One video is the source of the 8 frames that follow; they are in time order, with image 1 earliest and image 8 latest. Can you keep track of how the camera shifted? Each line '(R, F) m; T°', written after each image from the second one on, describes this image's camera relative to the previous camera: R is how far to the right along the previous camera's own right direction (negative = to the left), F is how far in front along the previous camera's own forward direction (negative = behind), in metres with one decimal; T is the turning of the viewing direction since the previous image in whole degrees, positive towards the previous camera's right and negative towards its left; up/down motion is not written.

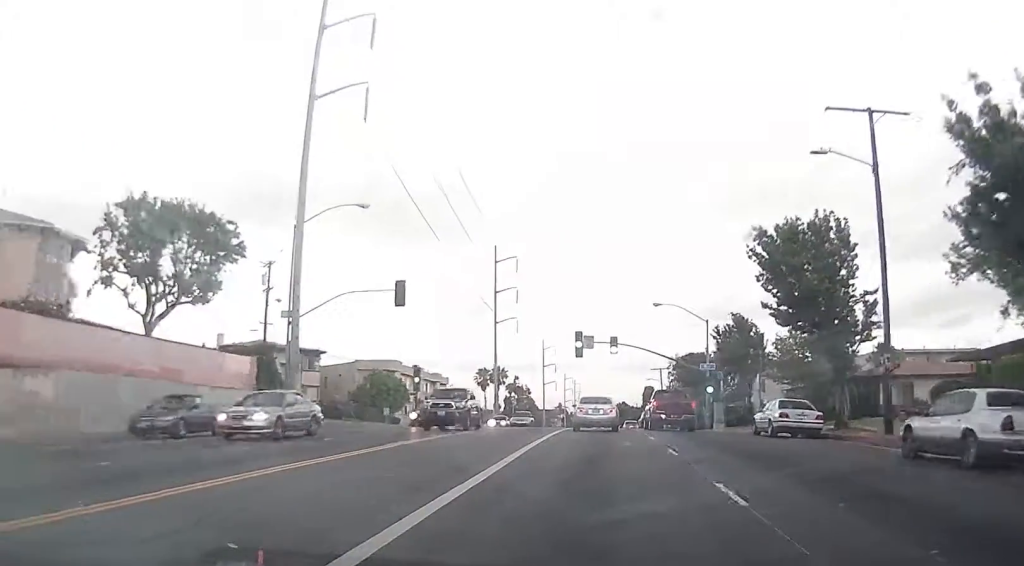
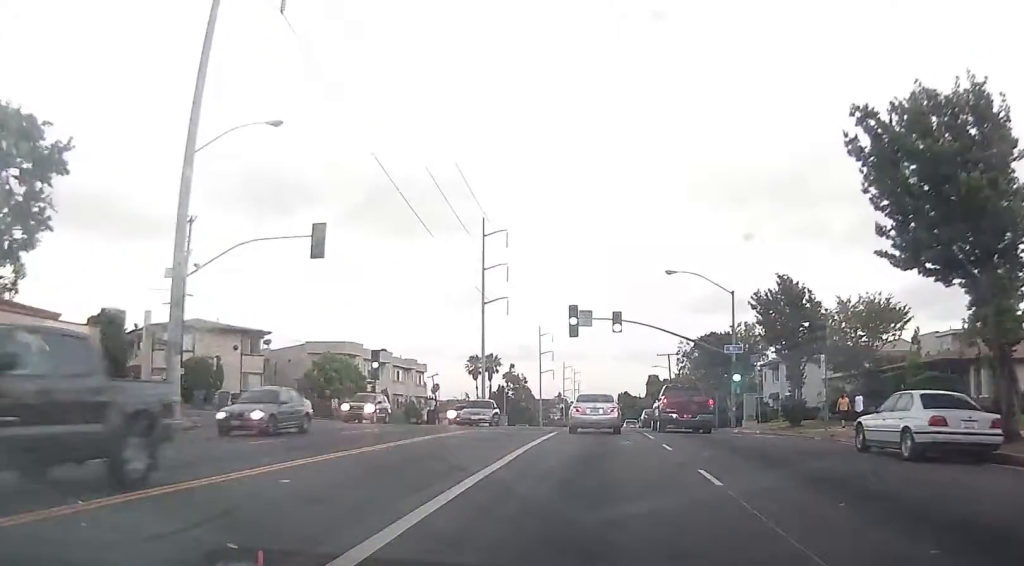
(0.0, +13.3) m; 0°
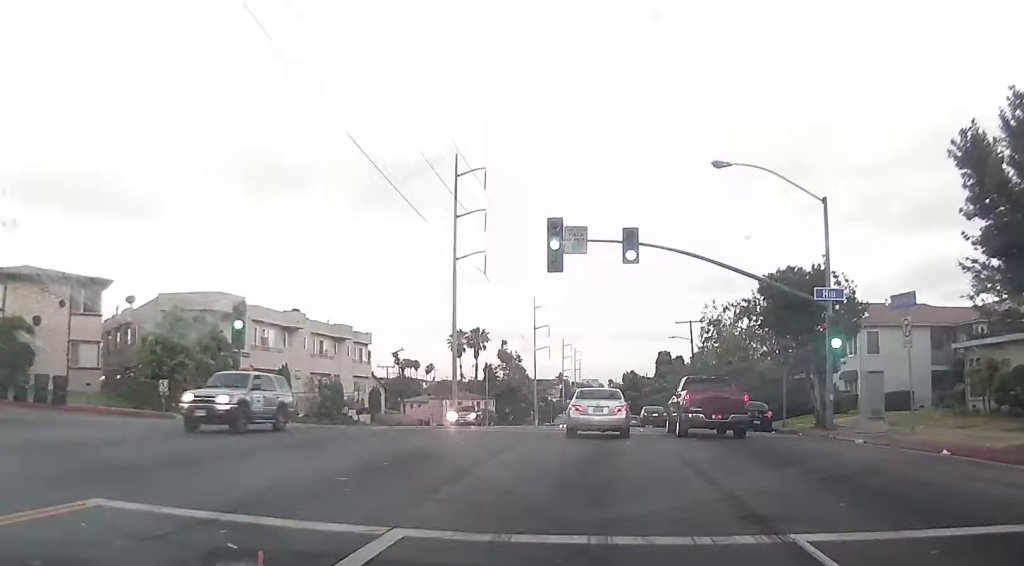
(0.0, +22.8) m; 0°
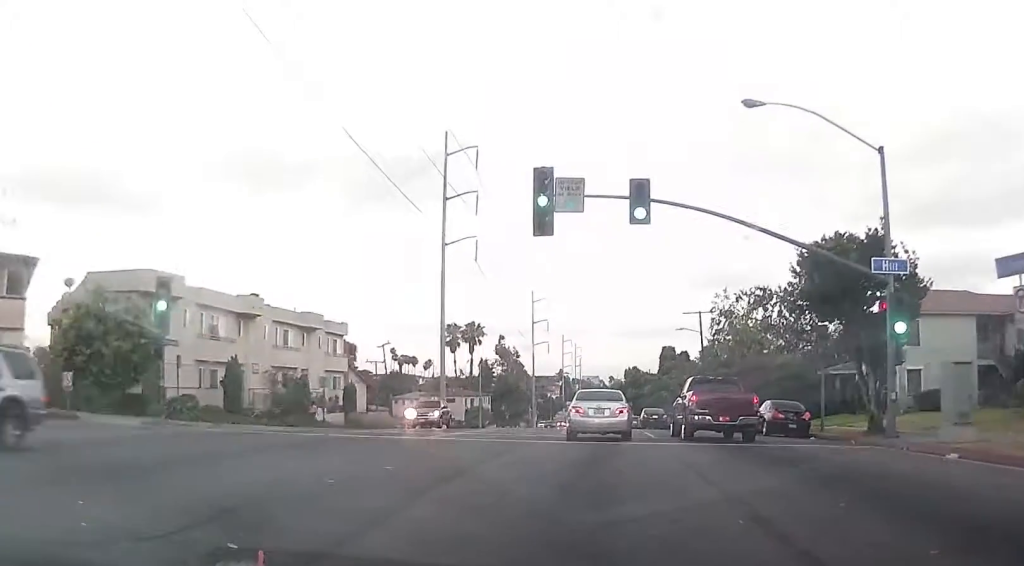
(0.0, +6.9) m; 0°
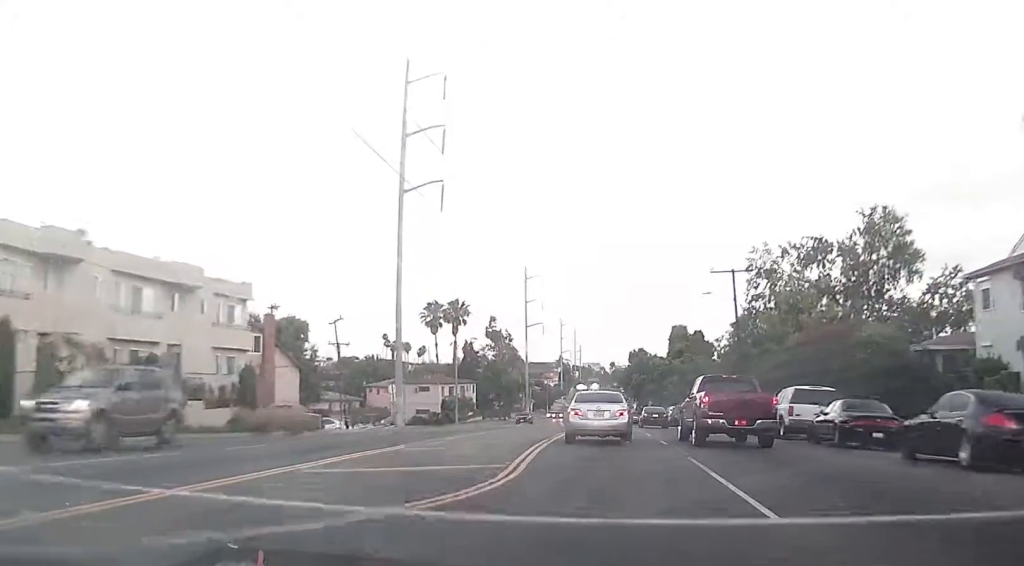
(0.0, +17.9) m; 0°
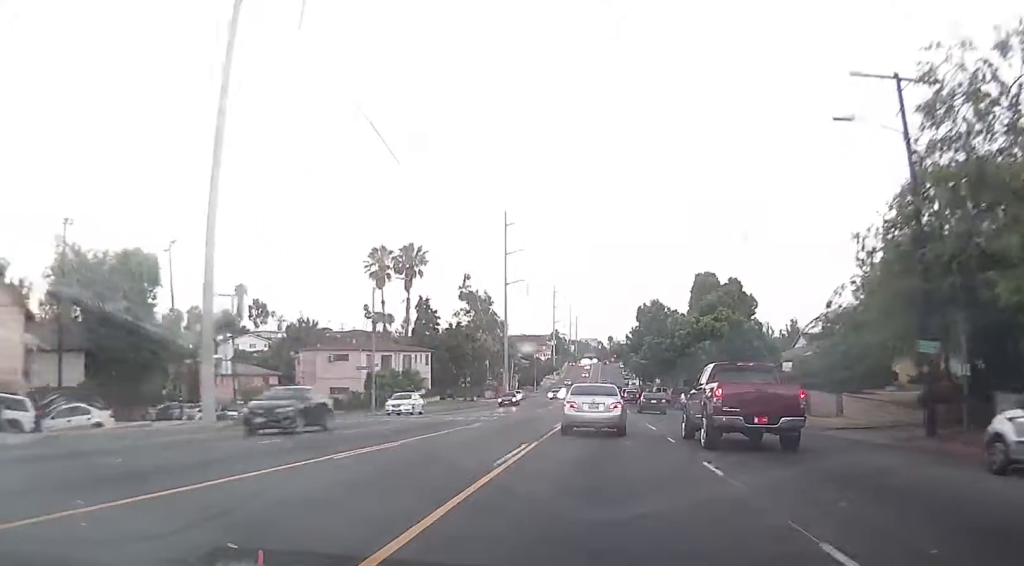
(0.0, +29.9) m; 0°
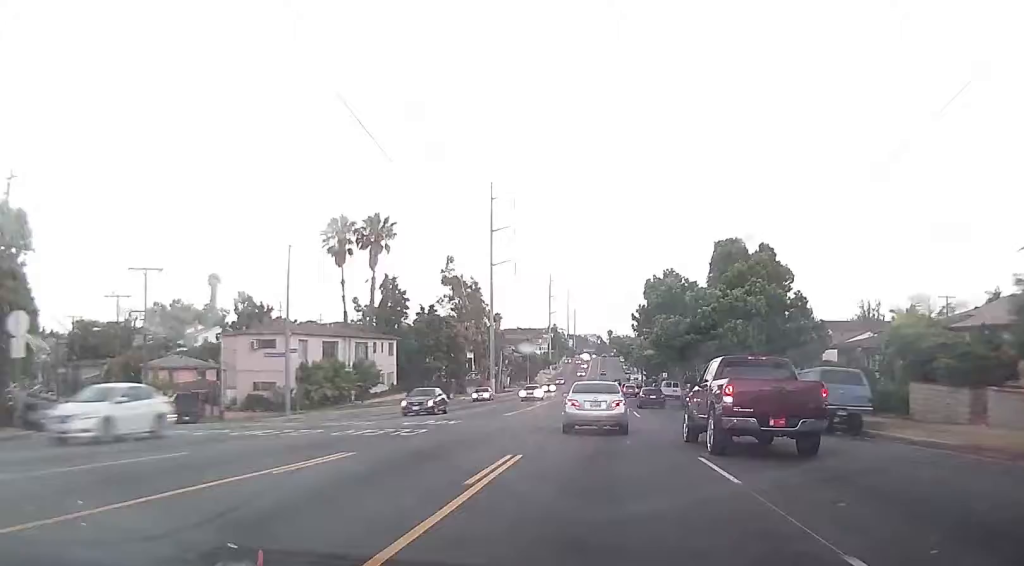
(0.0, +15.6) m; 0°
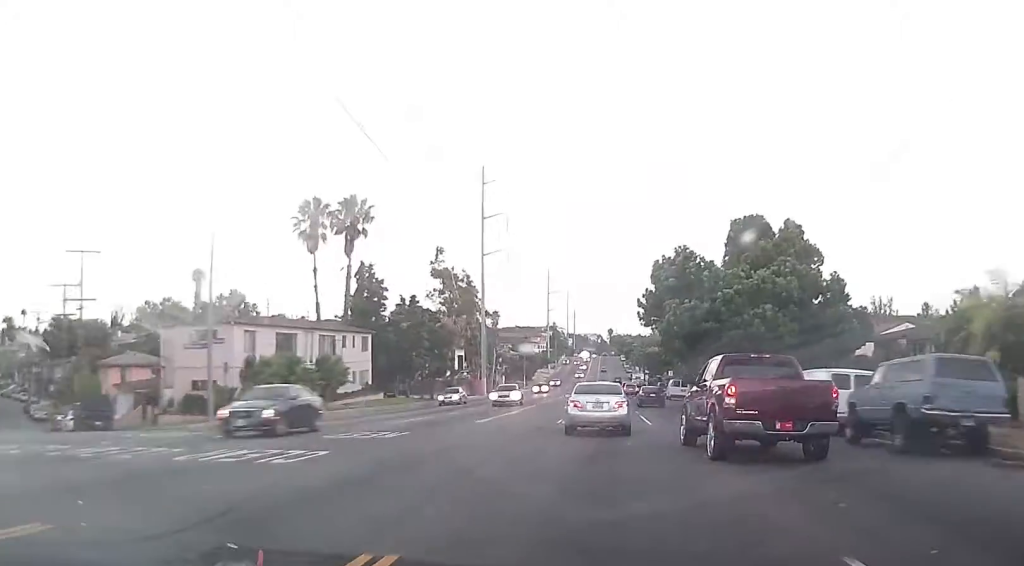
(0.0, +8.8) m; 0°
